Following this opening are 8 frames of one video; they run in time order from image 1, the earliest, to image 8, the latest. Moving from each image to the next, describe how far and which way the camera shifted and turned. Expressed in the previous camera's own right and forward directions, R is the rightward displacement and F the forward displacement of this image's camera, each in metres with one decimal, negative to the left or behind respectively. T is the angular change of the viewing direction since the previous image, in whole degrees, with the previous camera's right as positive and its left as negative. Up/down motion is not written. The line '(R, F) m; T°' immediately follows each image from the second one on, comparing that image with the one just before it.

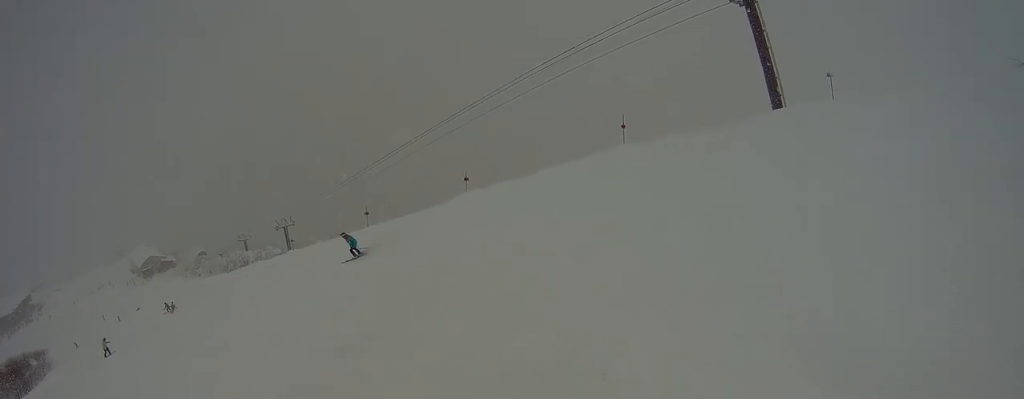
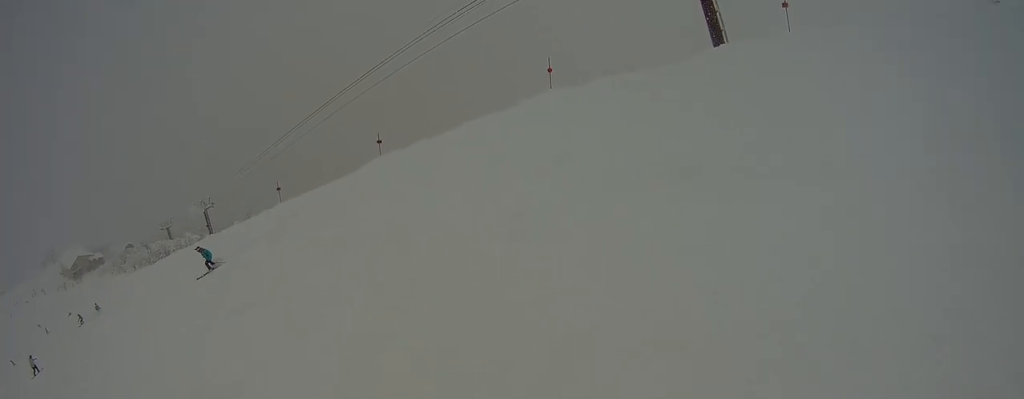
(+0.4, +2.4) m; 0°
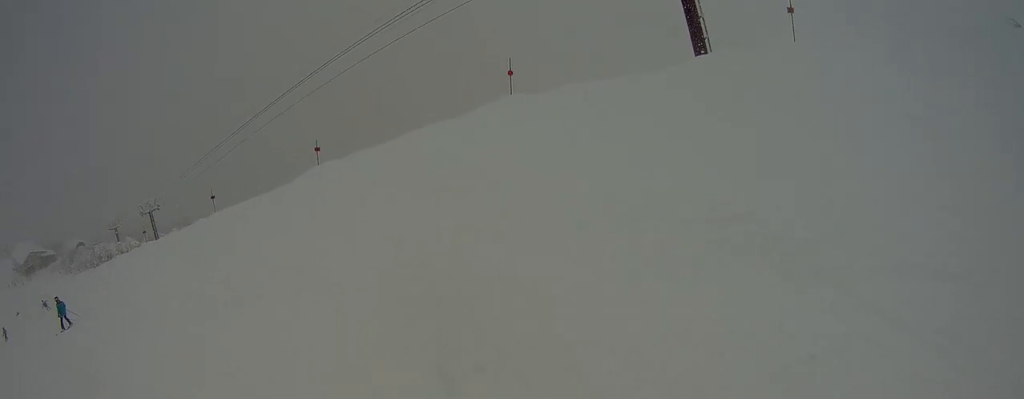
(0.0, +3.0) m; -7°
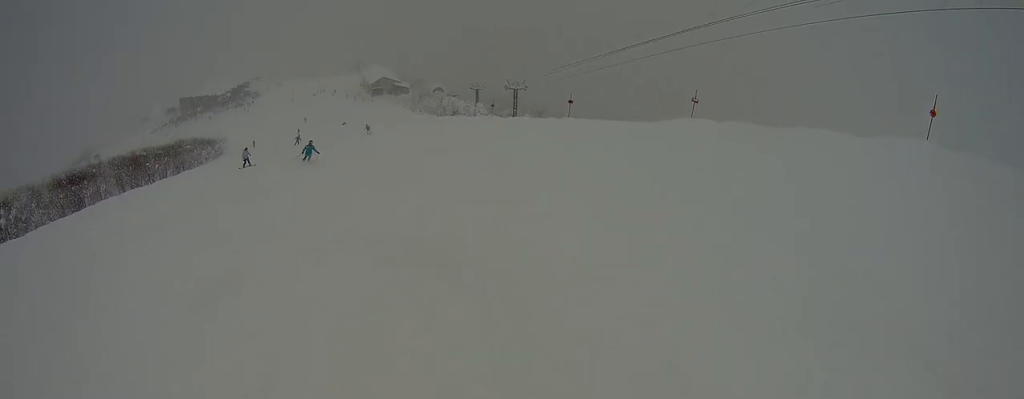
(-0.3, +3.5) m; -16°
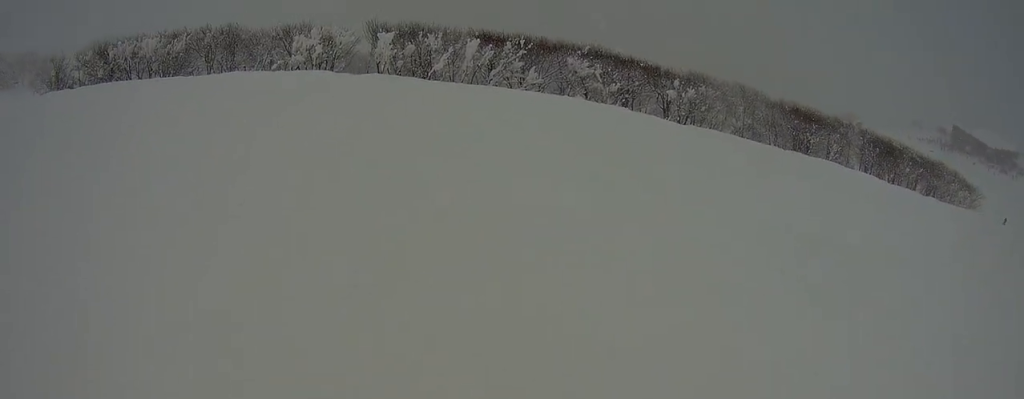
(-3.3, +6.6) m; -59°
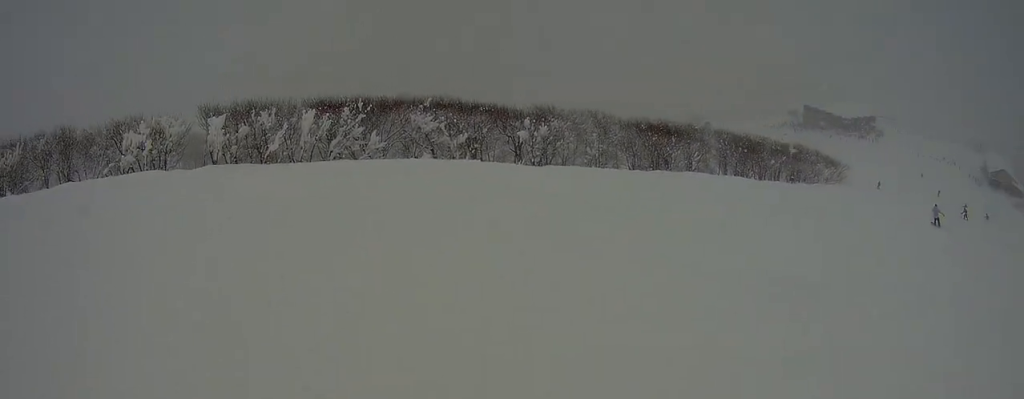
(-0.6, +1.6) m; -2°
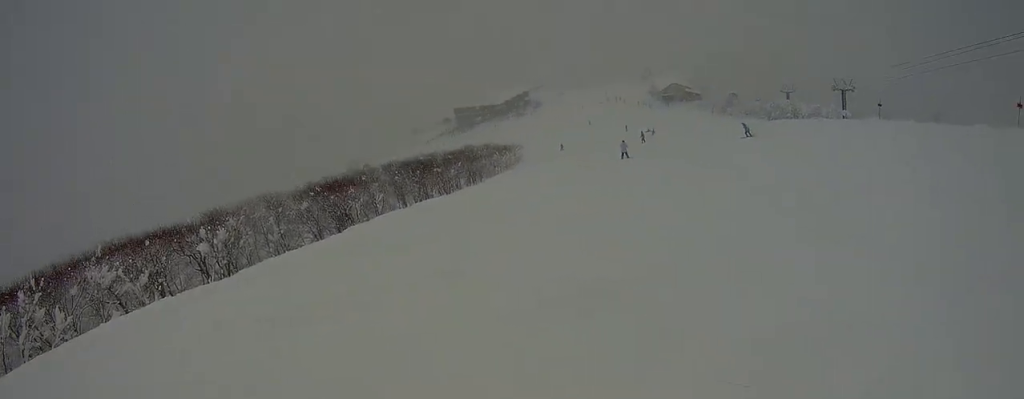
(+1.2, +2.1) m; +13°
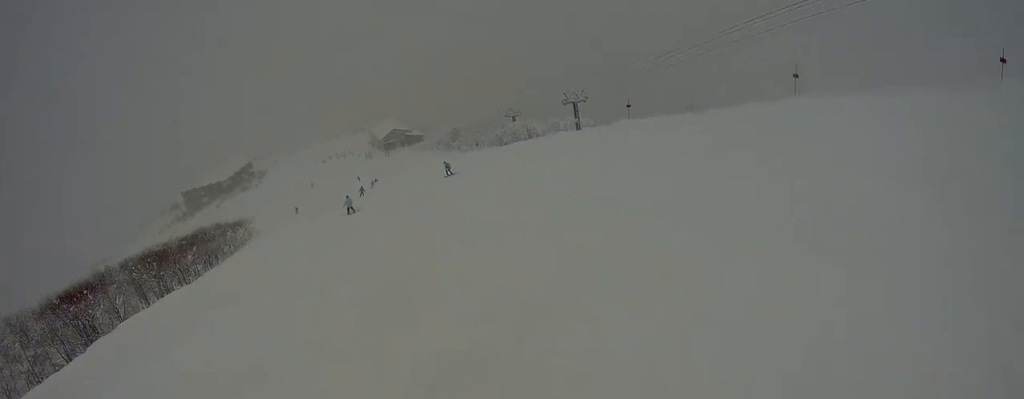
(-0.7, +2.1) m; +6°
